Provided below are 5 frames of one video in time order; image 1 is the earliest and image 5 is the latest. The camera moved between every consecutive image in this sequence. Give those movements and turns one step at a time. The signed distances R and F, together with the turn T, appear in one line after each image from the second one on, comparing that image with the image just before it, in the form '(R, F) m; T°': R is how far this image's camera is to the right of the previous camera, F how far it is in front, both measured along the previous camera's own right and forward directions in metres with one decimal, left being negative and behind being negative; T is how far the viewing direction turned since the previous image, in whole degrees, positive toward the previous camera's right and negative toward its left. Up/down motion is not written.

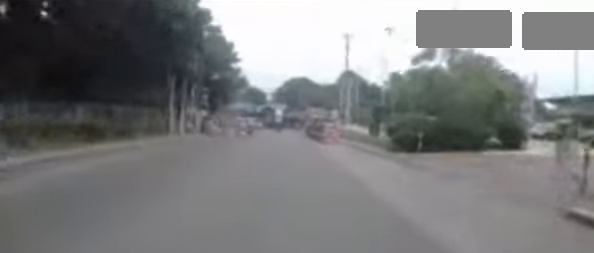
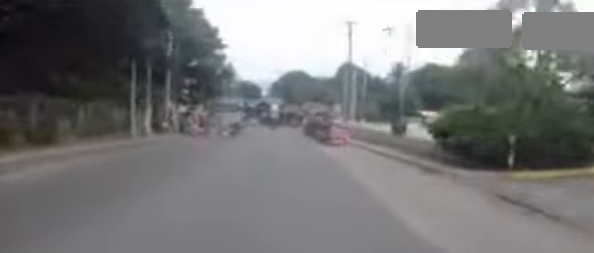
(+0.4, +4.8) m; +3°
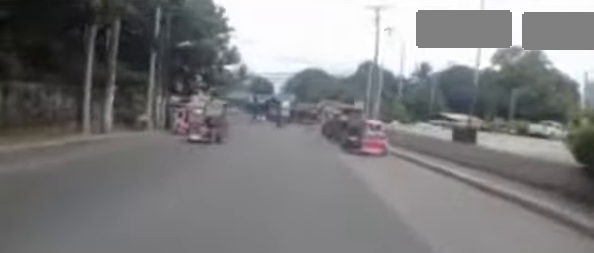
(+0.3, +5.1) m; +3°
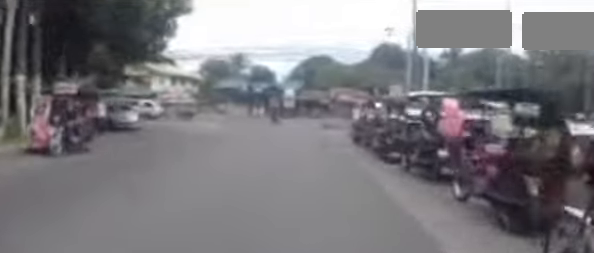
(-0.2, +9.1) m; -3°
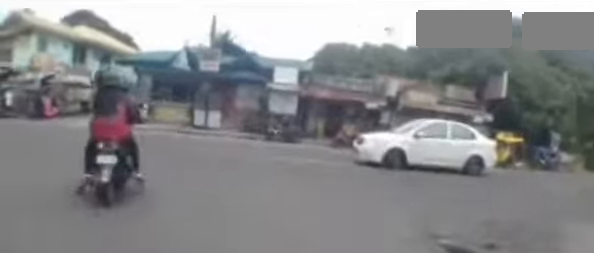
(+1.2, +18.1) m; -21°
